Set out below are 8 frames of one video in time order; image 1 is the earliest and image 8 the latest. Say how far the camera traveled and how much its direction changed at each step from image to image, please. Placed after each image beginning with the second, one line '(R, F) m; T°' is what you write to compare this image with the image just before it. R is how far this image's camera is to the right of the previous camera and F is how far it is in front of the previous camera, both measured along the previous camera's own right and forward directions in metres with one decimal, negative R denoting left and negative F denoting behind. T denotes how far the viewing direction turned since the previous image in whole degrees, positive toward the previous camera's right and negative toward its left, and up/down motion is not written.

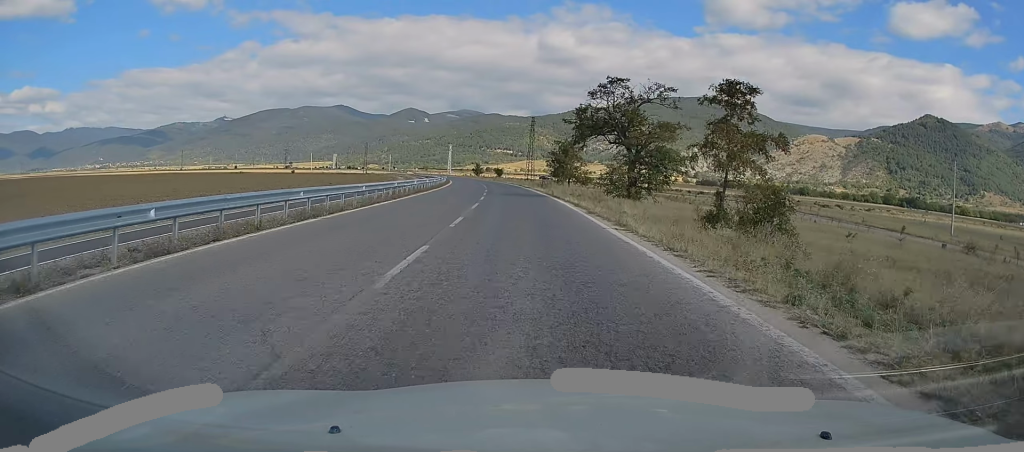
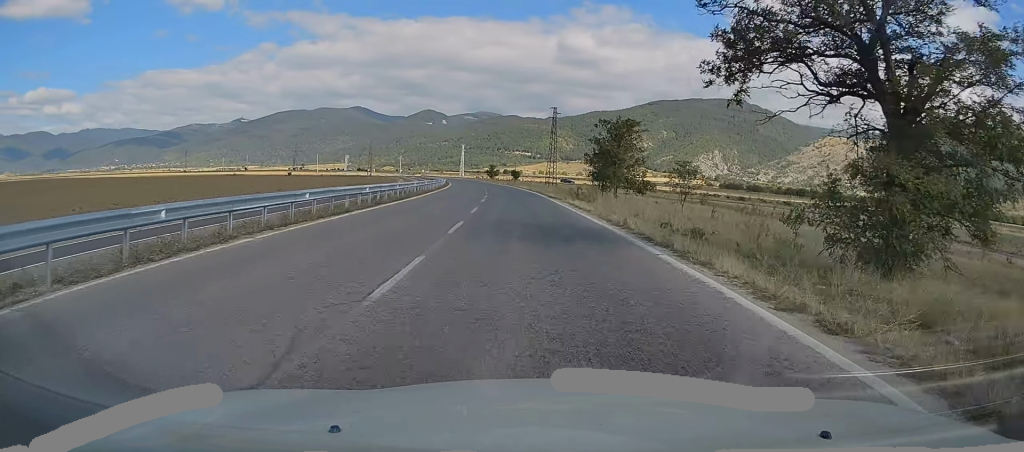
(-0.5, +24.1) m; -2°
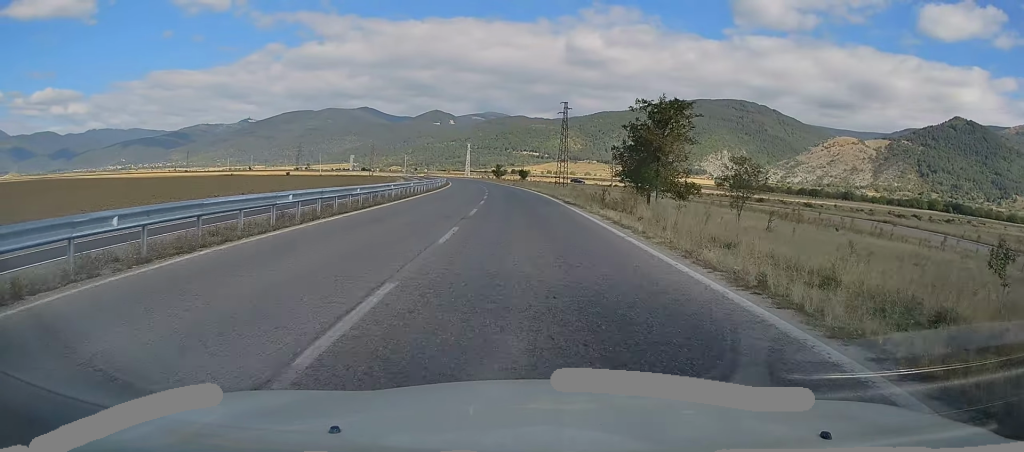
(0.0, +9.6) m; -1°
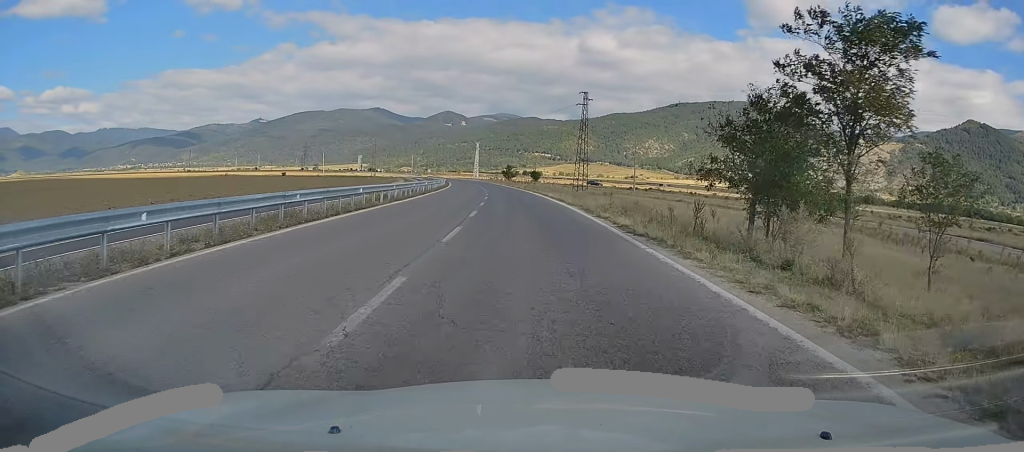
(-0.2, +15.3) m; -1°
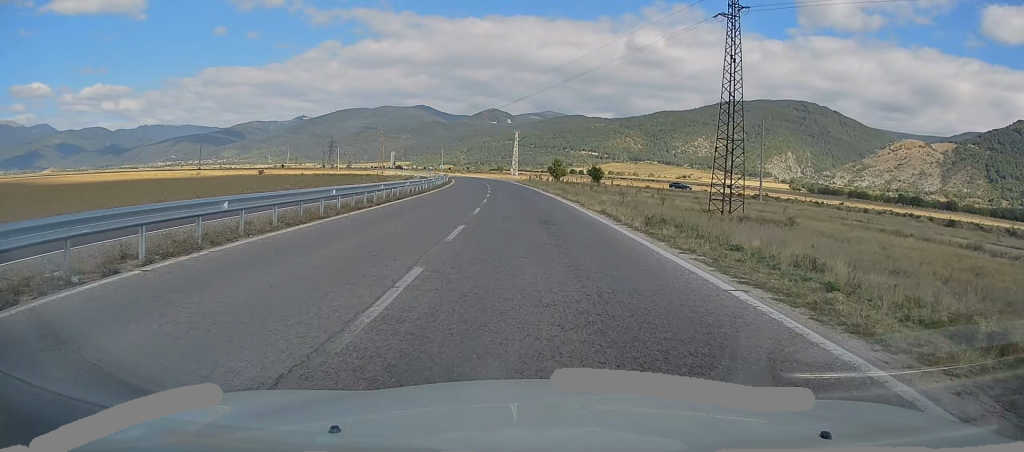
(-1.5, +53.9) m; -3°
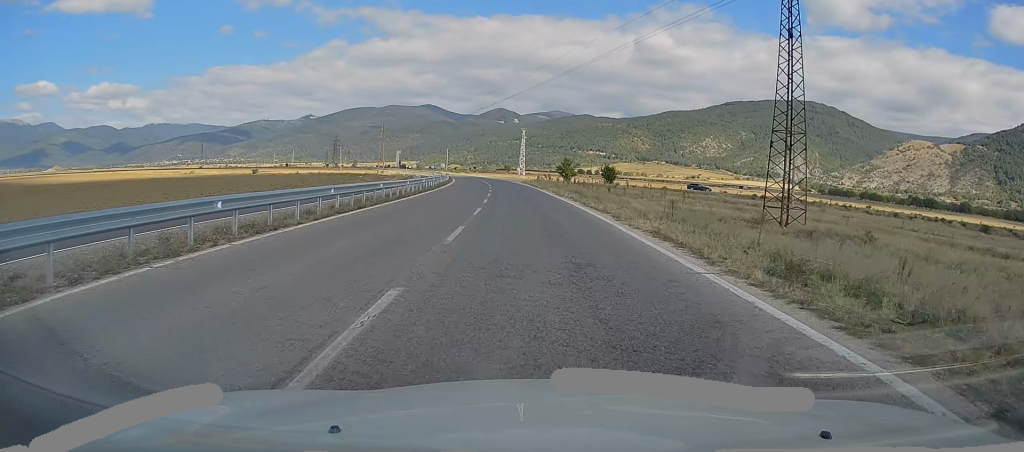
(-0.1, +8.5) m; -1°
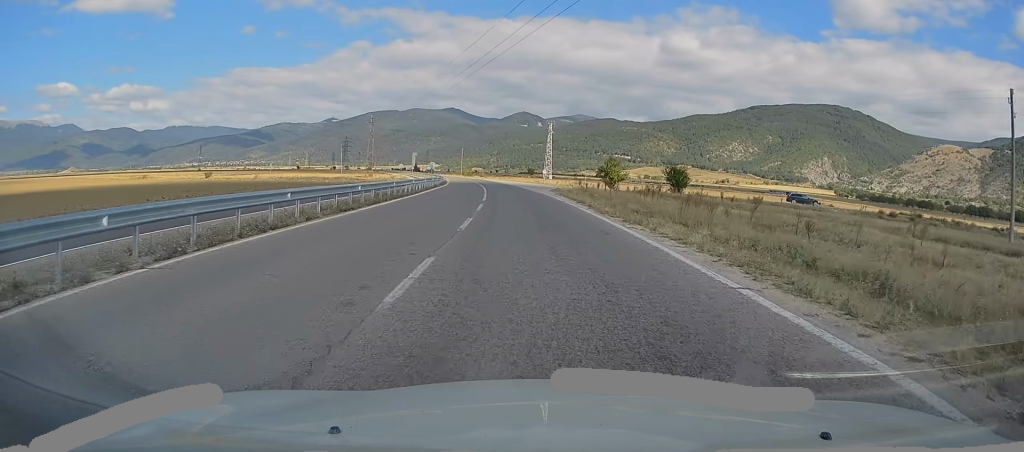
(-0.9, +36.2) m; -3°
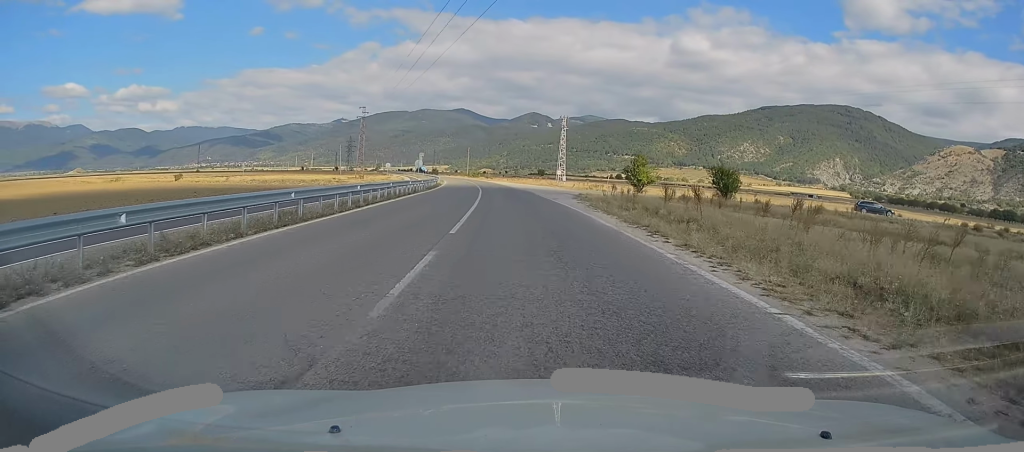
(-0.1, +15.5) m; -1°
